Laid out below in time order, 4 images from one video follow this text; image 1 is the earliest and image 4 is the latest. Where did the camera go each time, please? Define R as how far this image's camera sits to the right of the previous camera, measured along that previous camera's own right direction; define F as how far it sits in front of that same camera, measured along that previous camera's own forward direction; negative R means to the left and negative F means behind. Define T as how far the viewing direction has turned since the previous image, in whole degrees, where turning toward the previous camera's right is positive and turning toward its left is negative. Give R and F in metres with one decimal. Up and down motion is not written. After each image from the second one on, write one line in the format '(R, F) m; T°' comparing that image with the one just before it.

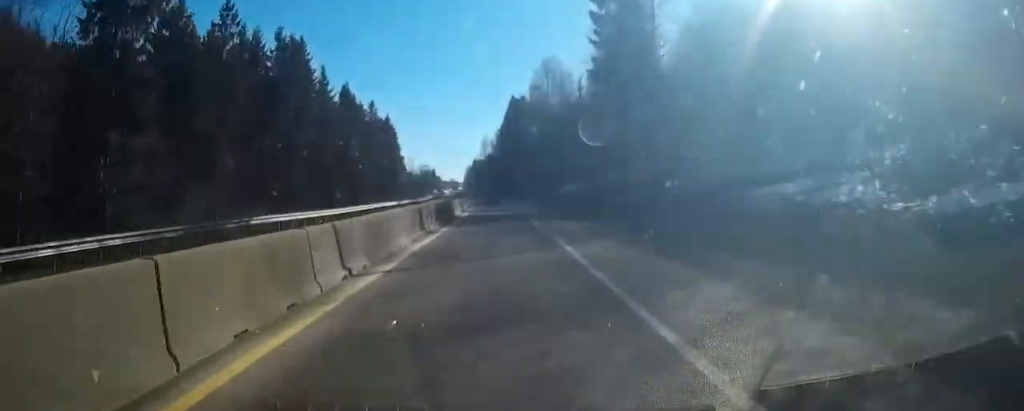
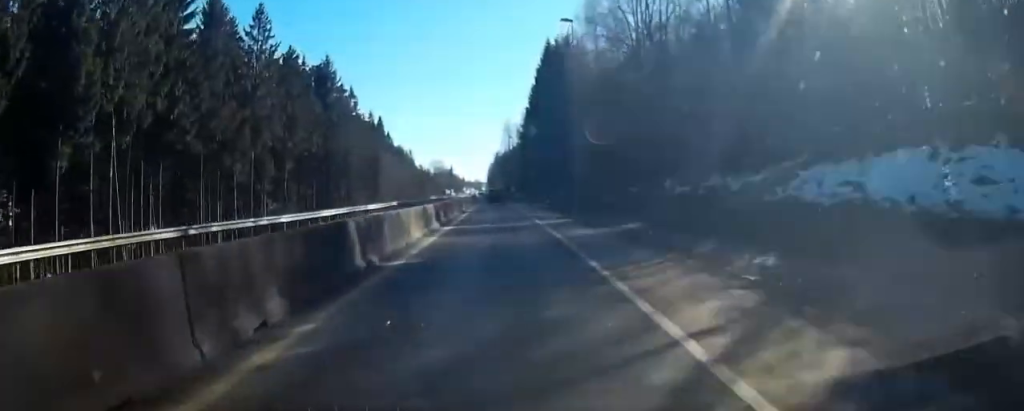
(+0.1, +63.6) m; -1°
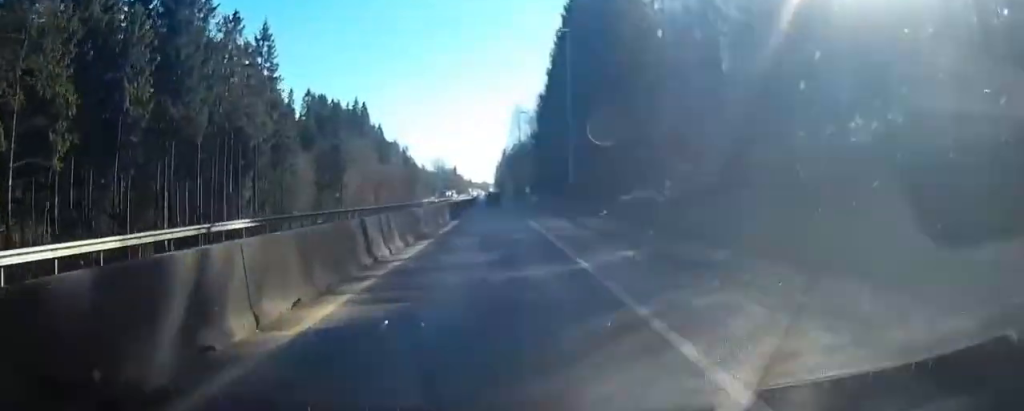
(-0.2, +37.5) m; -1°
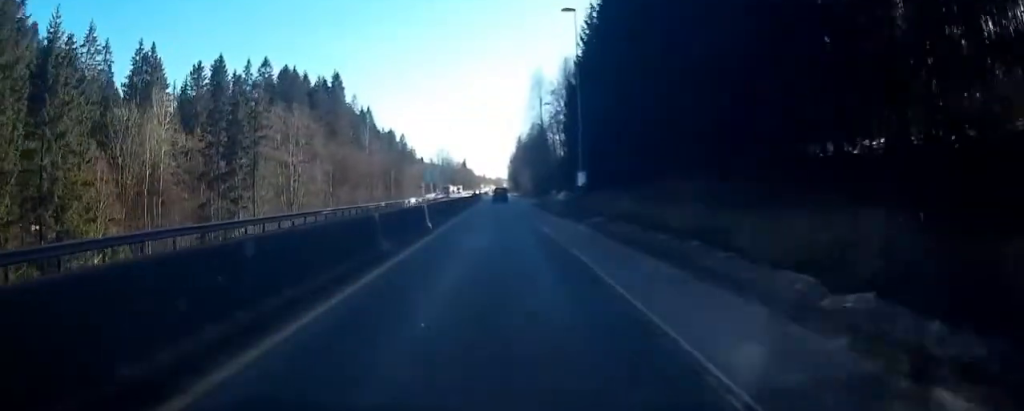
(-1.0, +42.1) m; -1°
